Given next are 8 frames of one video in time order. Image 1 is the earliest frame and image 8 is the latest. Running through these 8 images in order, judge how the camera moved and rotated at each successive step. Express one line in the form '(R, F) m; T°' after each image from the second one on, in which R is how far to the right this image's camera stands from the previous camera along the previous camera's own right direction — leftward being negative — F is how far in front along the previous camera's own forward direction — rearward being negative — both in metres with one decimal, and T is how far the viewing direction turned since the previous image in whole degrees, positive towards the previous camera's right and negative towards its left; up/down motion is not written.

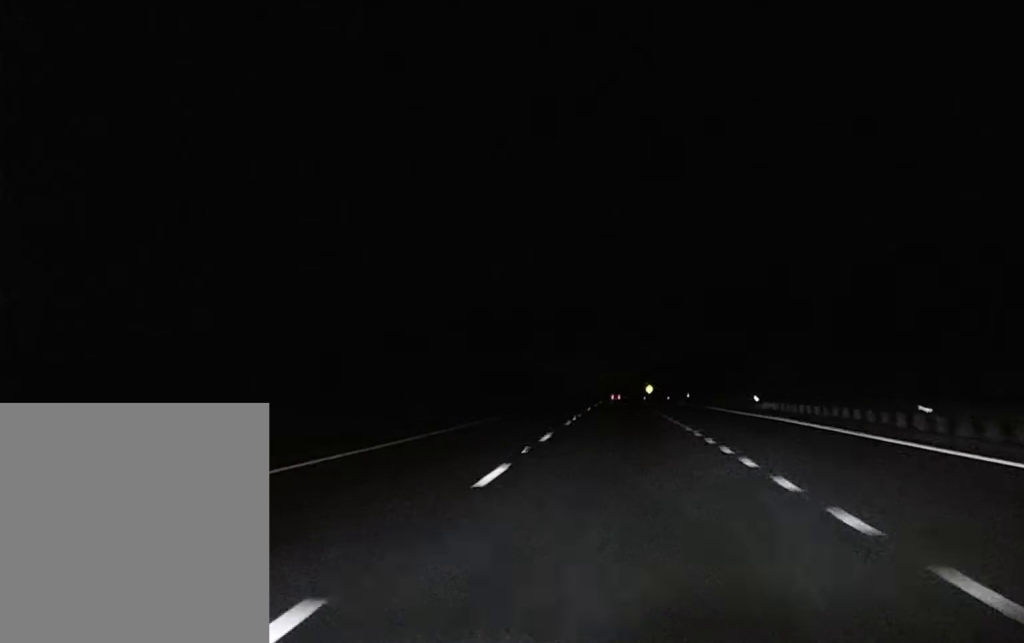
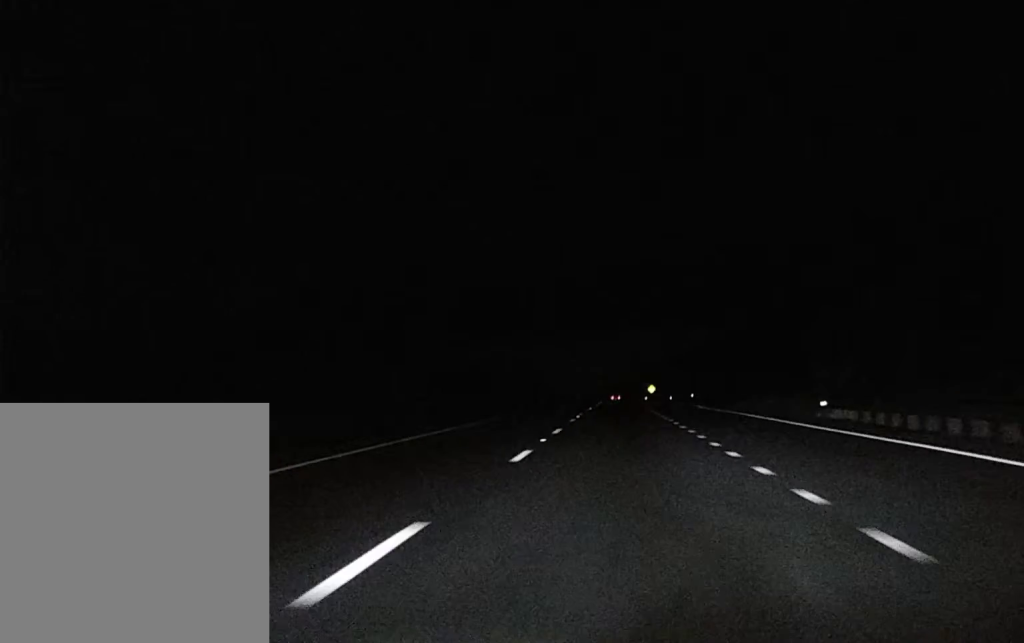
(0.0, +20.0) m; 0°
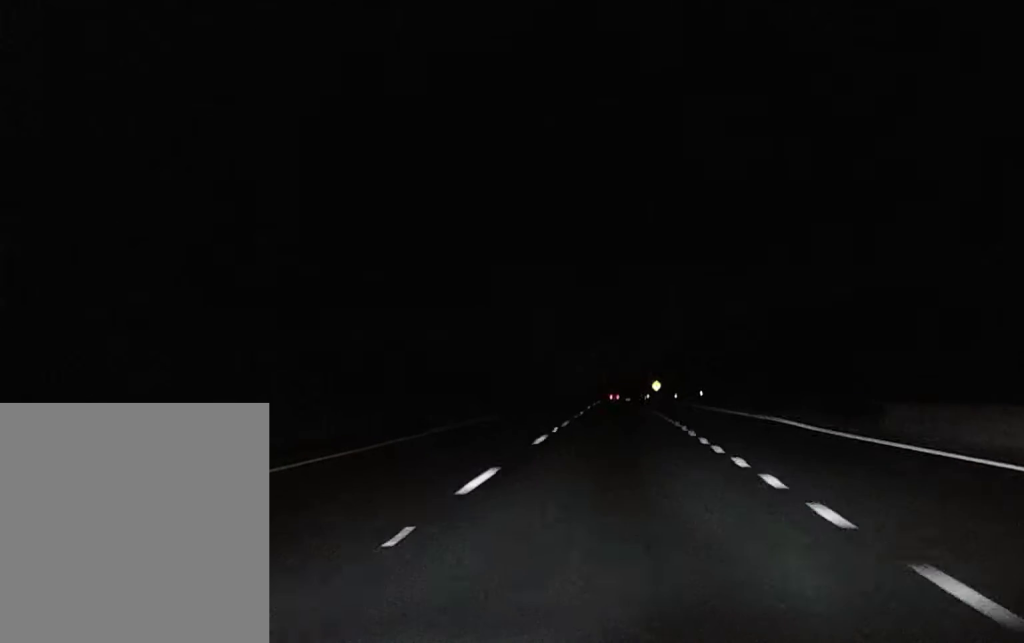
(-0.1, +41.0) m; 0°
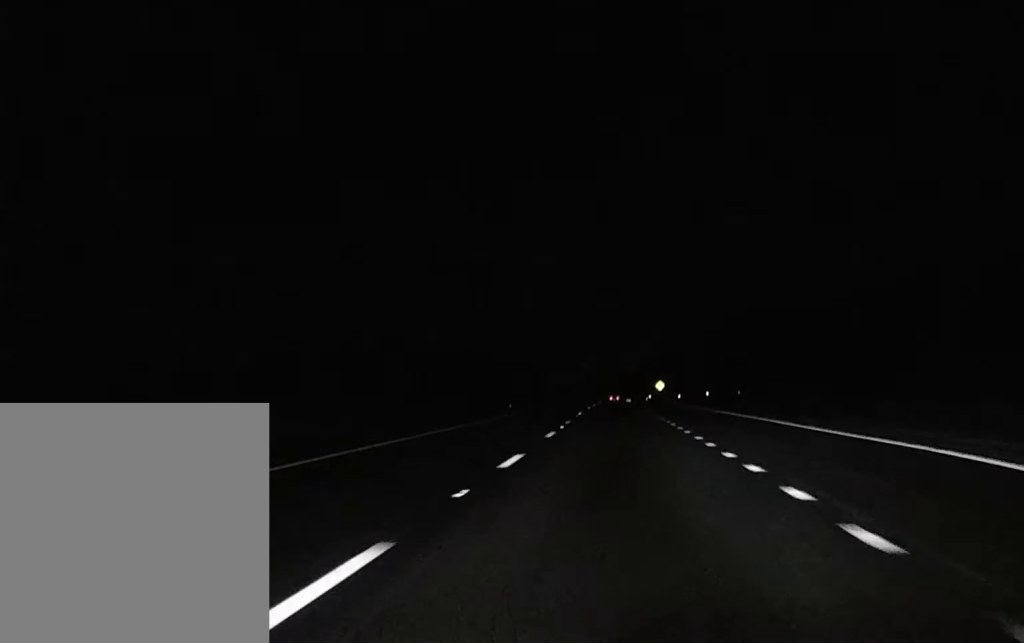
(-0.1, +17.9) m; 0°
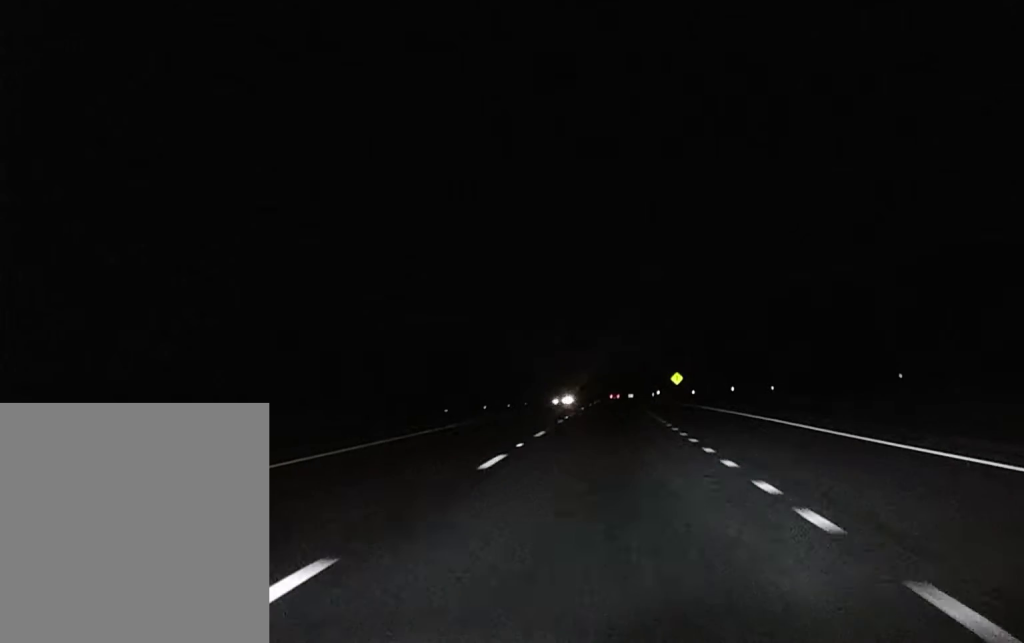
(-0.1, +52.9) m; 0°
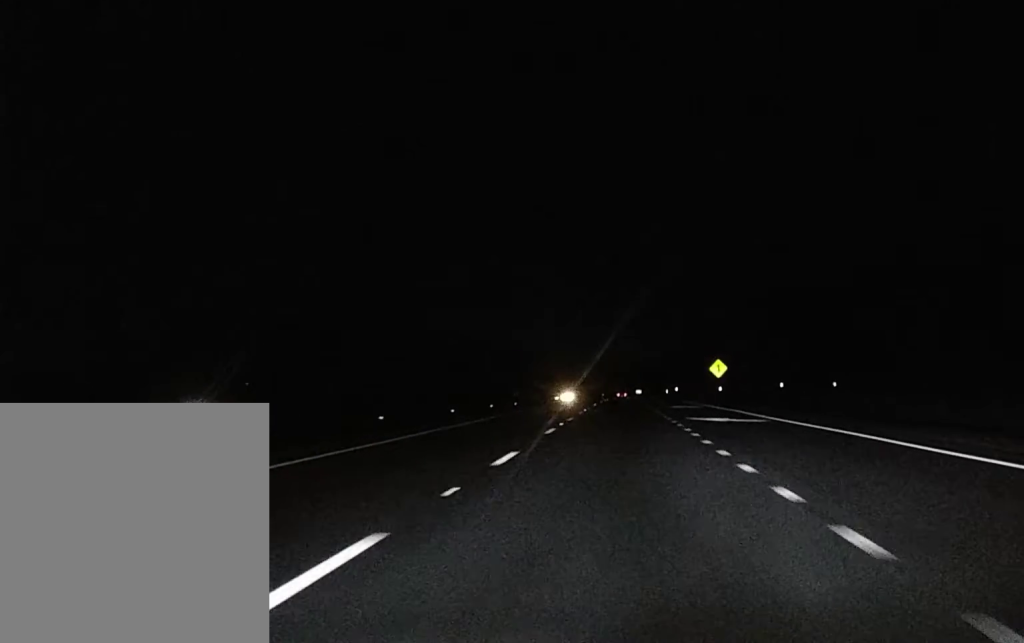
(+0.2, +57.2) m; 0°
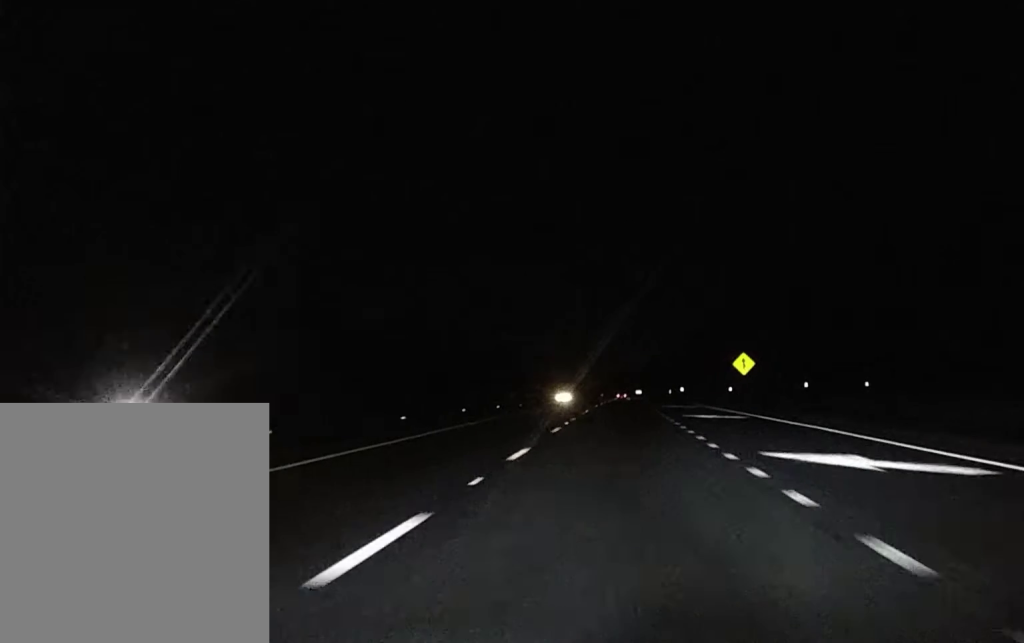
(0.0, +23.2) m; 0°
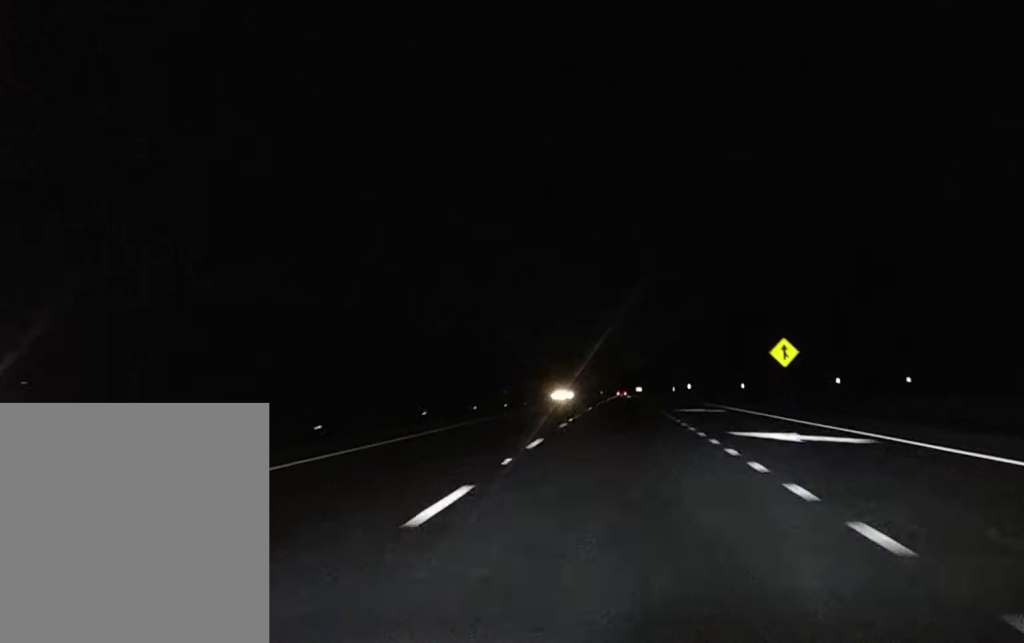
(0.0, +20.3) m; 0°
